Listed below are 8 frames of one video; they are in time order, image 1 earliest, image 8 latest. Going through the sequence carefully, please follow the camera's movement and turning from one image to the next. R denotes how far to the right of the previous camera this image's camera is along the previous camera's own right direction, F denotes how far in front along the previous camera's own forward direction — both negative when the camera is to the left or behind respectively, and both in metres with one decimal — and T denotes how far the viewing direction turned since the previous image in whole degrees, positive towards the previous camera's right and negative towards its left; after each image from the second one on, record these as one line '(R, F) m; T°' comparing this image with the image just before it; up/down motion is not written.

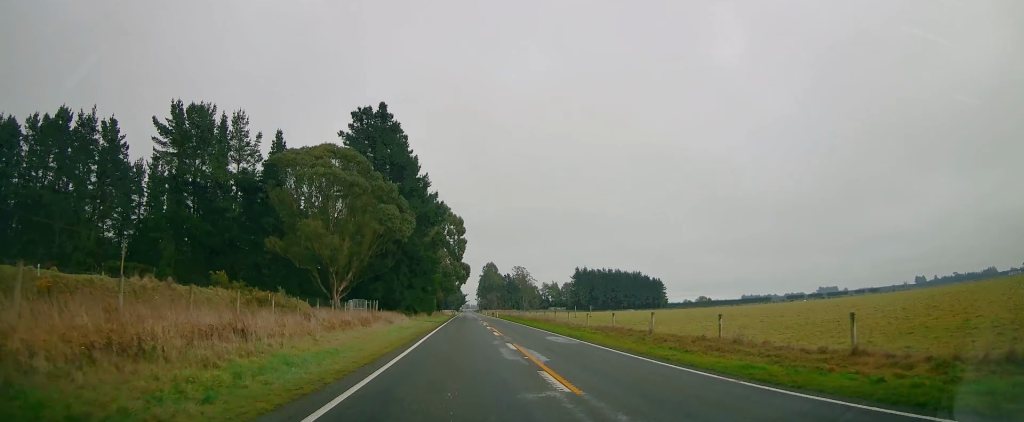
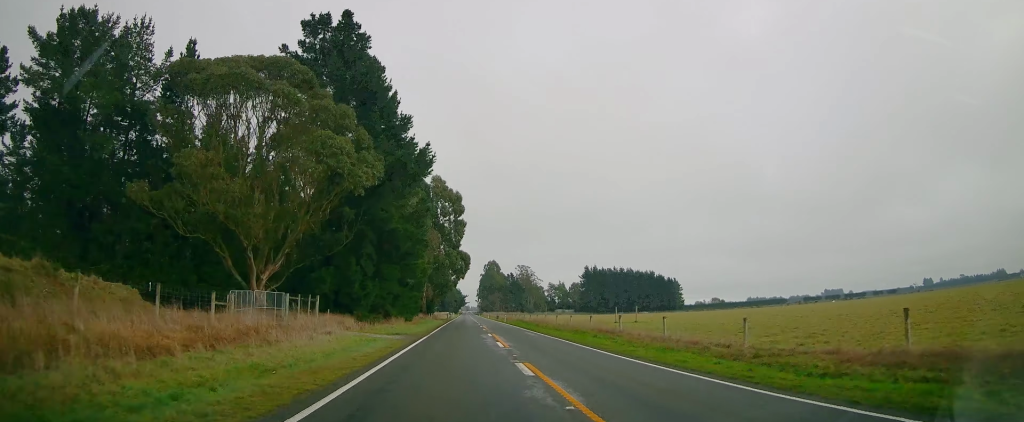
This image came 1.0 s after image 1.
(0.0, +26.8) m; 0°
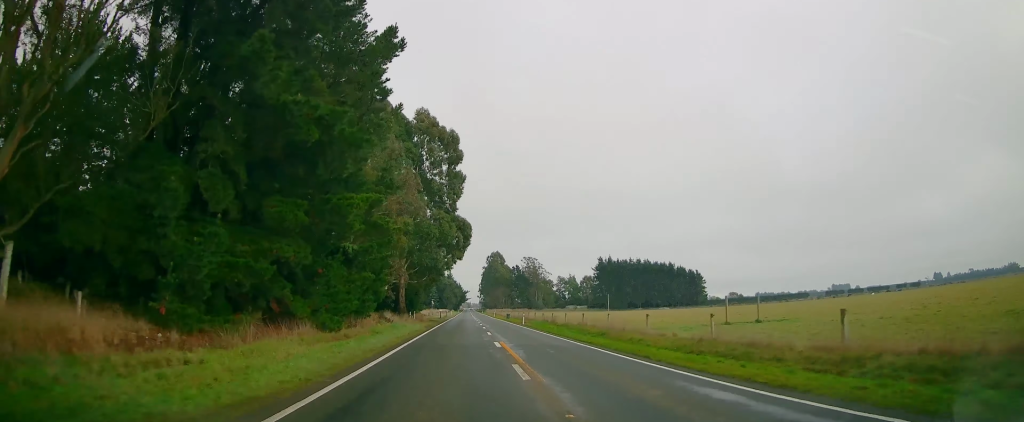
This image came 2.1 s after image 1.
(0.0, +30.3) m; 0°
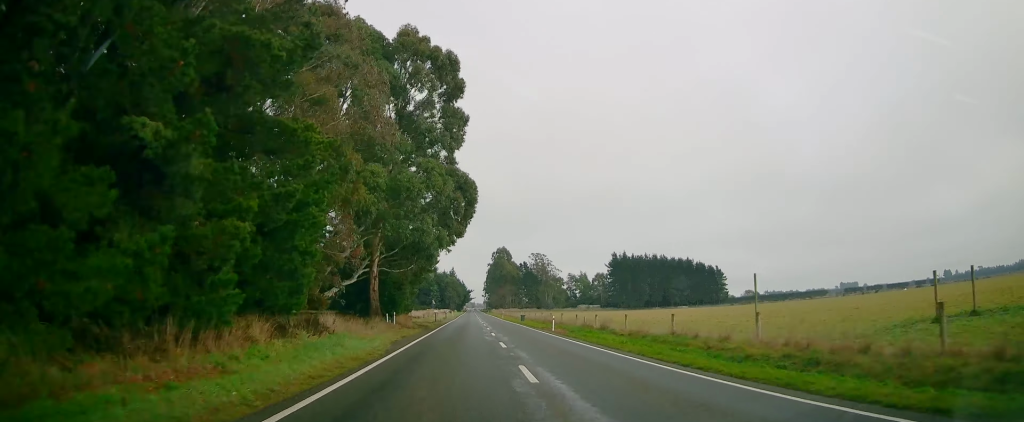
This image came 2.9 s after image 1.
(0.0, +19.6) m; 0°
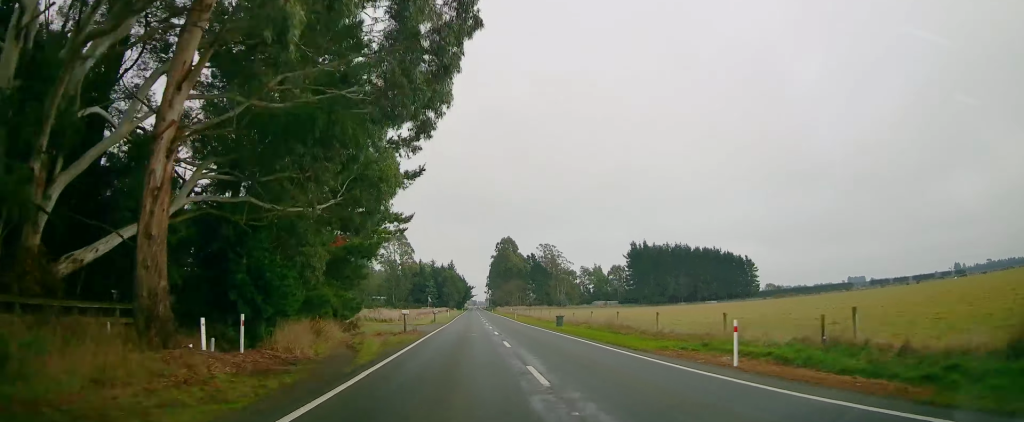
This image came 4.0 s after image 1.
(0.0, +29.5) m; 0°
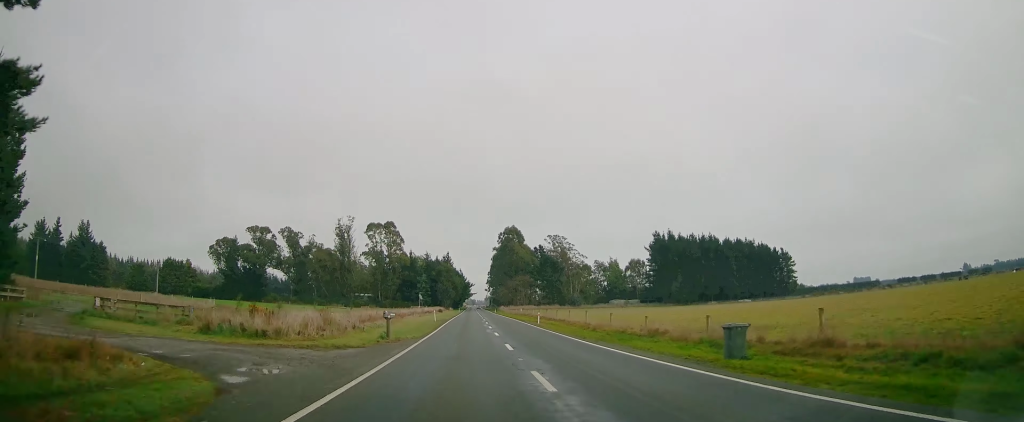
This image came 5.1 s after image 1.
(-0.1, +30.5) m; -1°
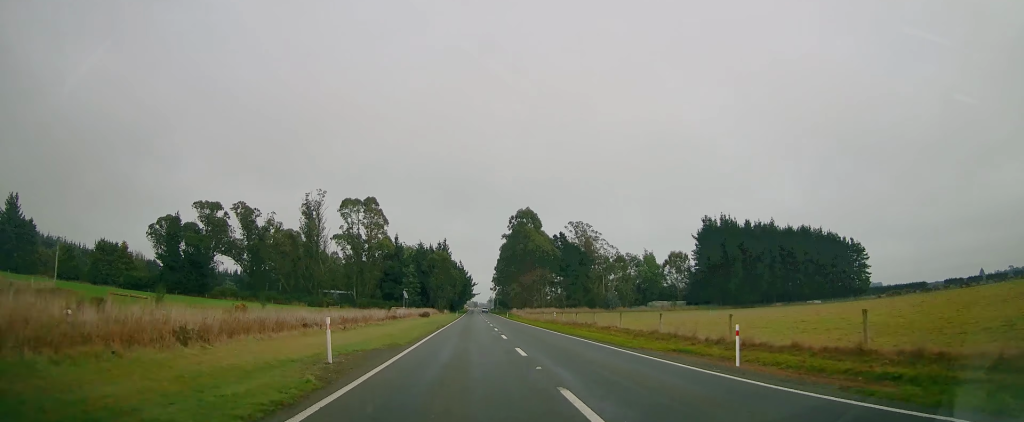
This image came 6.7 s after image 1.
(-0.1, +42.7) m; 0°
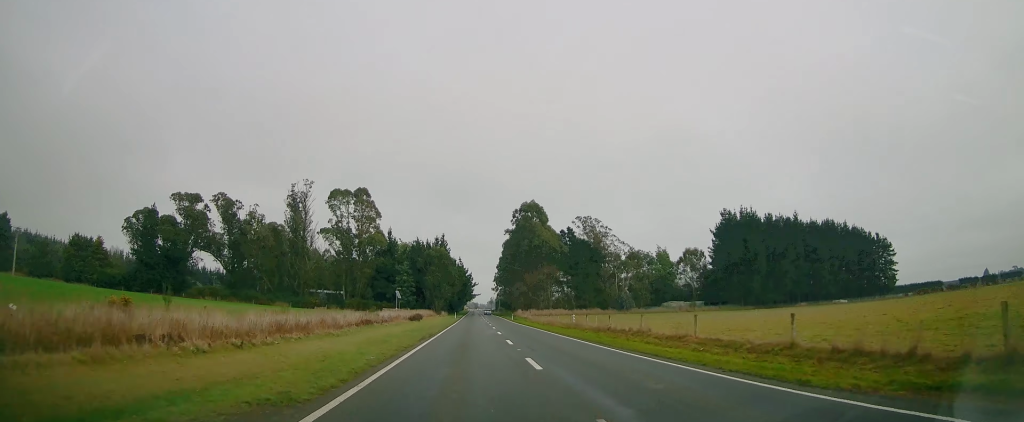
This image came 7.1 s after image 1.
(+0.1, +12.8) m; 0°
